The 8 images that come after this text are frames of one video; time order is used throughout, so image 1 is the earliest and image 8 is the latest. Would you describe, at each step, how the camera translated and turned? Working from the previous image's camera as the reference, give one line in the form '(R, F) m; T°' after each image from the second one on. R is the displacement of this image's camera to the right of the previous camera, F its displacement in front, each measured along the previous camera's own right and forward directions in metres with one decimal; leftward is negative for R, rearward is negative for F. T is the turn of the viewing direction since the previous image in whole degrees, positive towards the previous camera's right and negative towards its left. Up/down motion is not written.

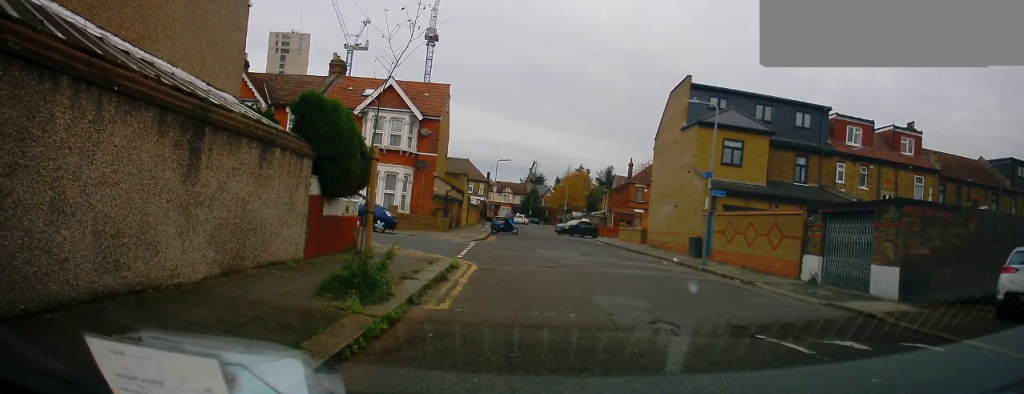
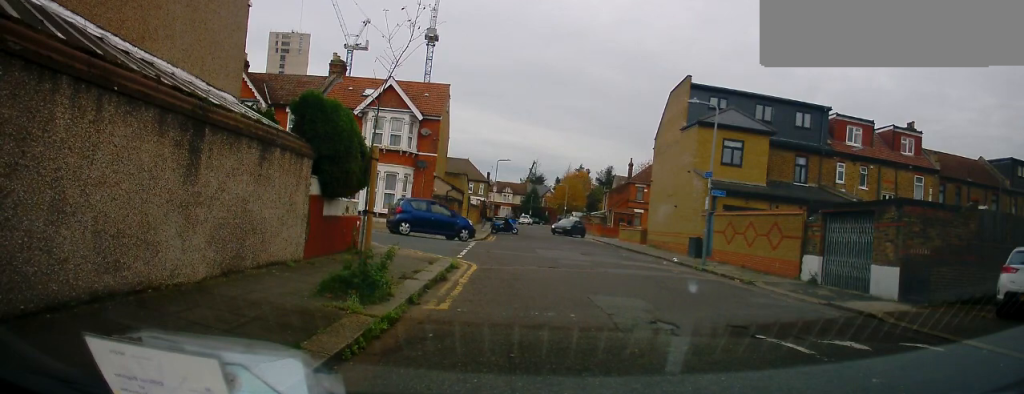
(0.0, 0.0) m; 0°
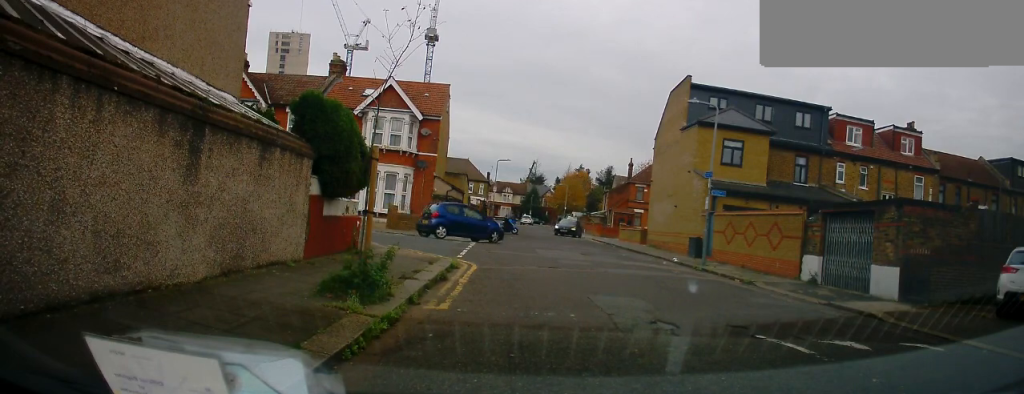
(0.0, 0.0) m; 0°
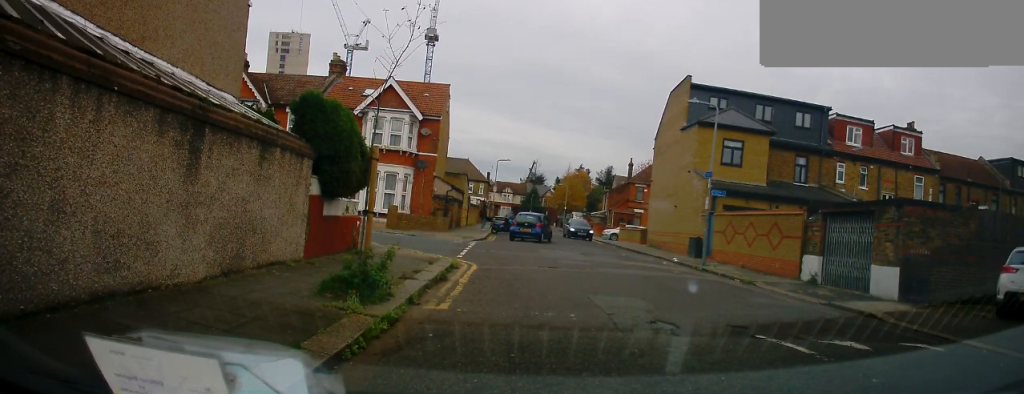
(0.0, 0.0) m; 0°
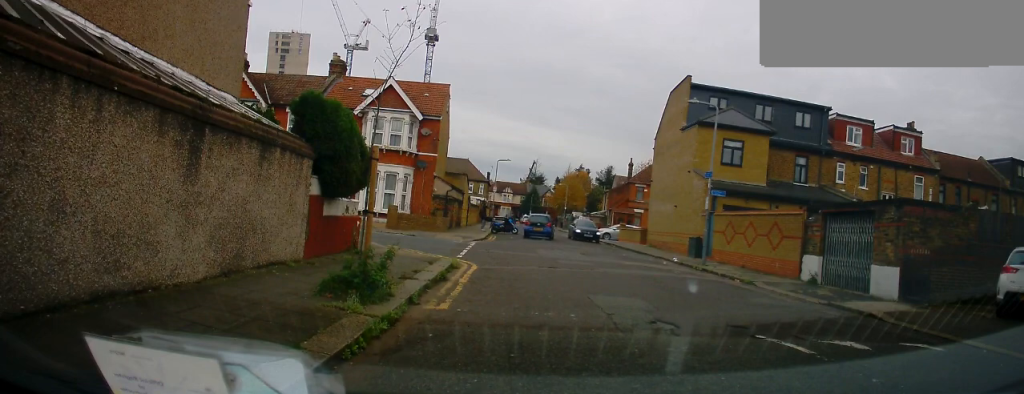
(0.0, 0.0) m; 0°
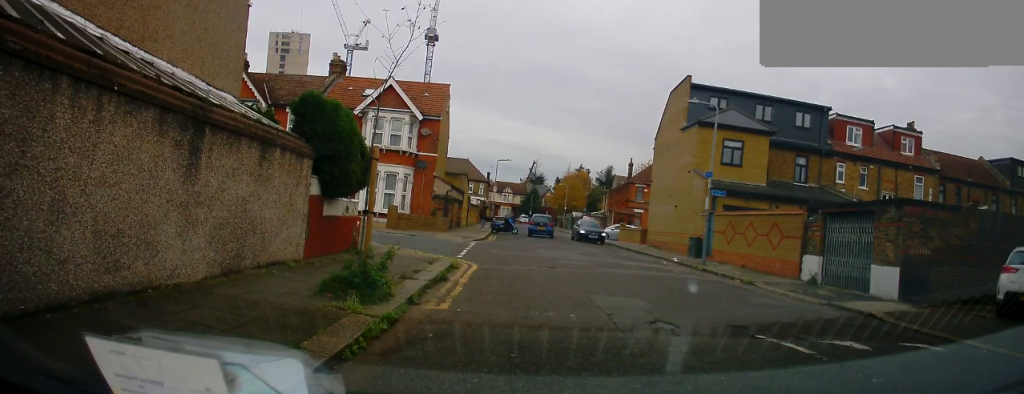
(0.0, 0.0) m; 0°
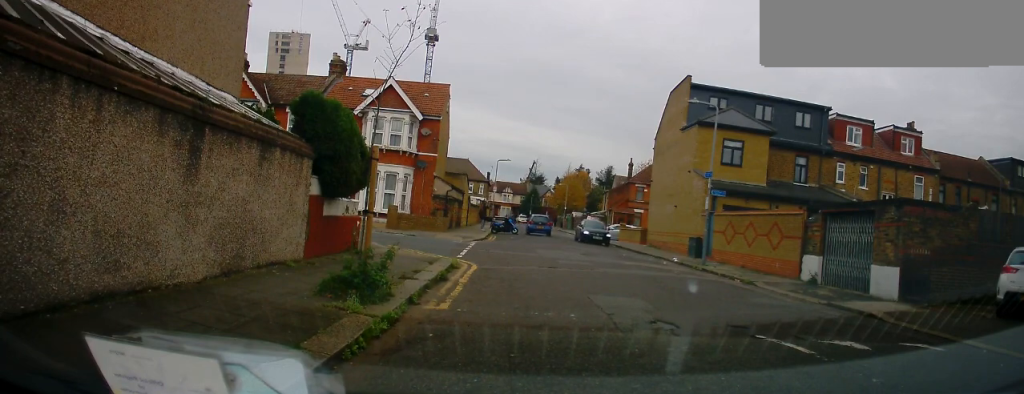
(0.0, 0.0) m; 0°
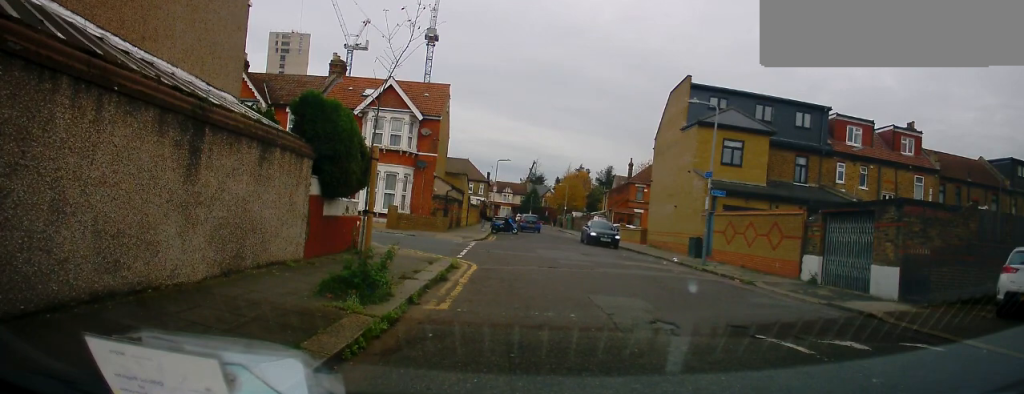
(0.0, 0.0) m; 0°
